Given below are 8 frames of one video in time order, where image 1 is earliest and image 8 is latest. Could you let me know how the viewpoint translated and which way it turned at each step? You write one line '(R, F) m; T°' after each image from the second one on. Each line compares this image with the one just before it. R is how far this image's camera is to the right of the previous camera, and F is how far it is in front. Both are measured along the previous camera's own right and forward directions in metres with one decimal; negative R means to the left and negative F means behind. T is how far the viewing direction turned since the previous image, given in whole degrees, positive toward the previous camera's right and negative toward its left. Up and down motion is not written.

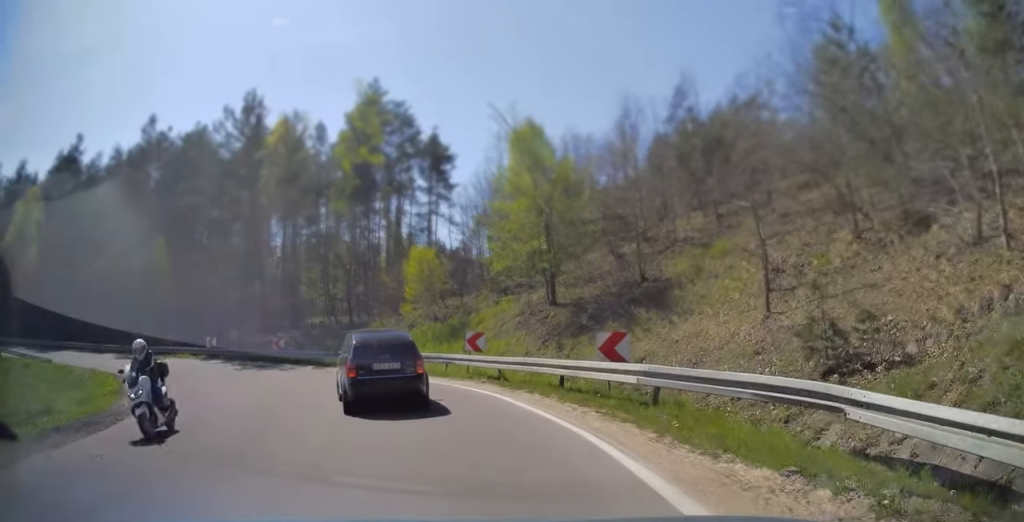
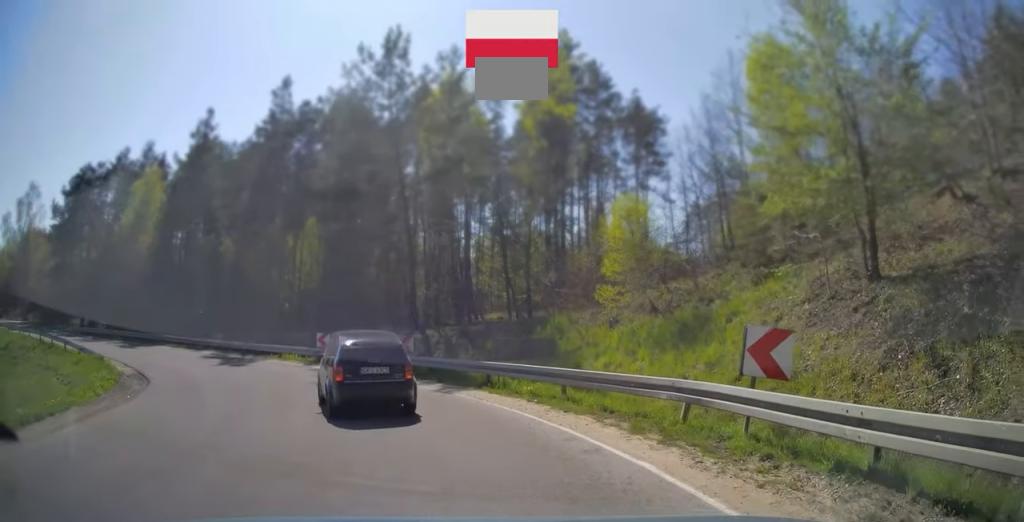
(-2.1, +11.2) m; -21°
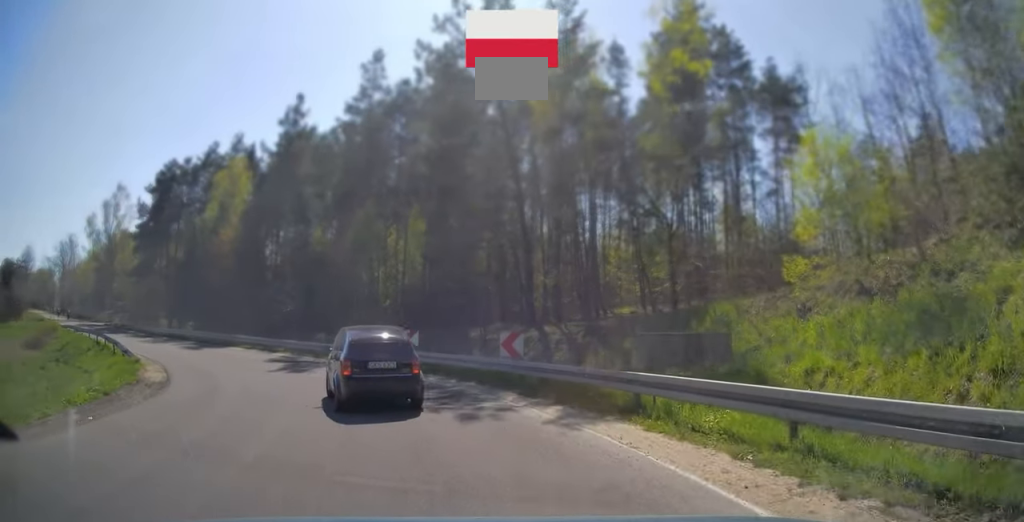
(-0.5, +6.0) m; -11°
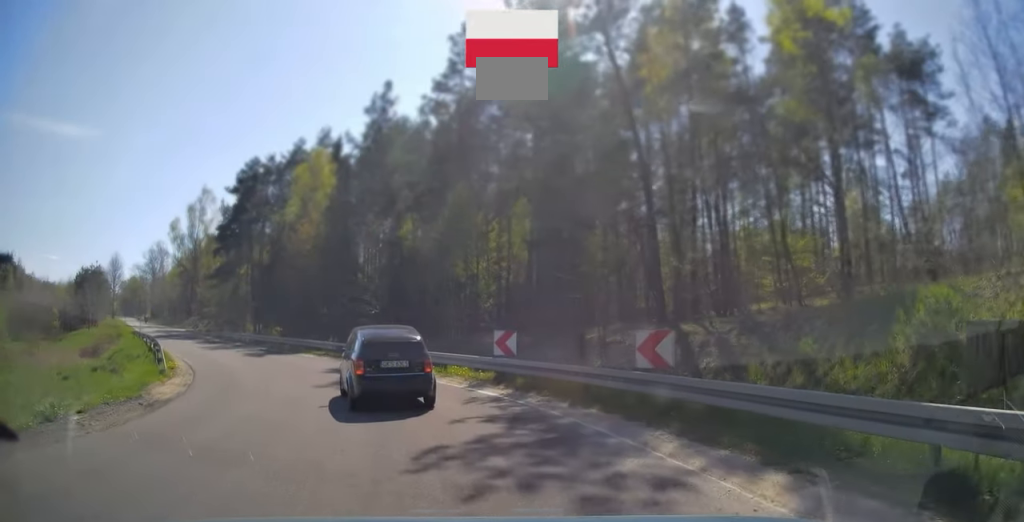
(-0.3, +5.5) m; -10°
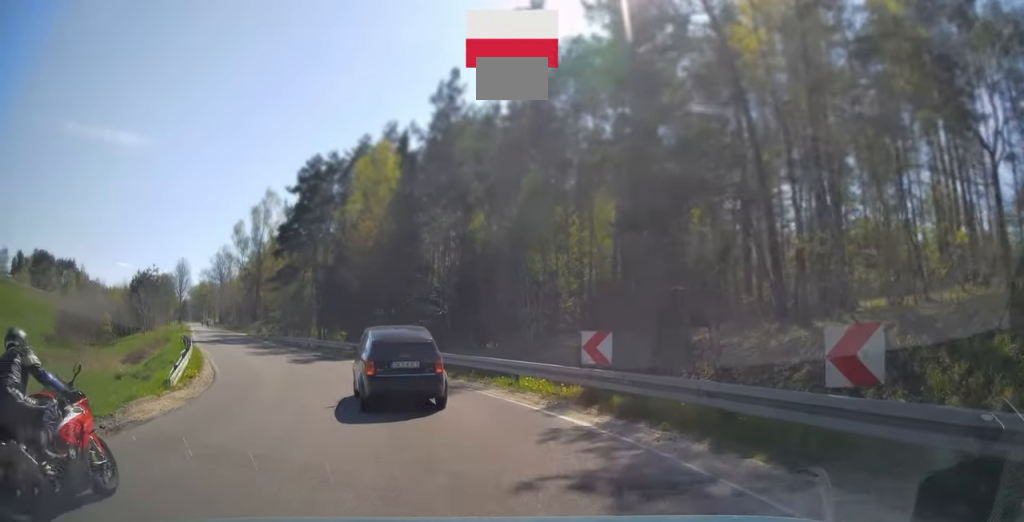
(-0.4, +4.1) m; -8°
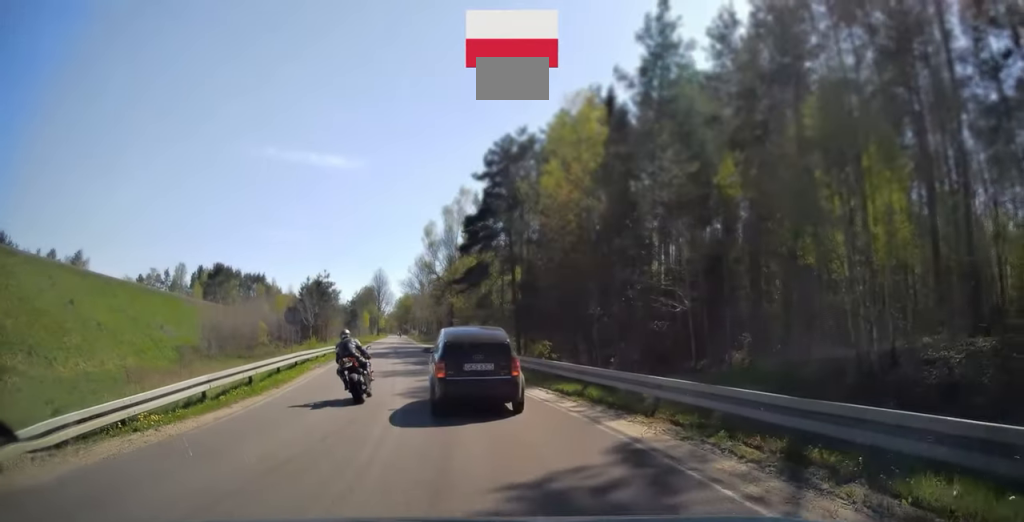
(-2.6, +12.2) m; -21°
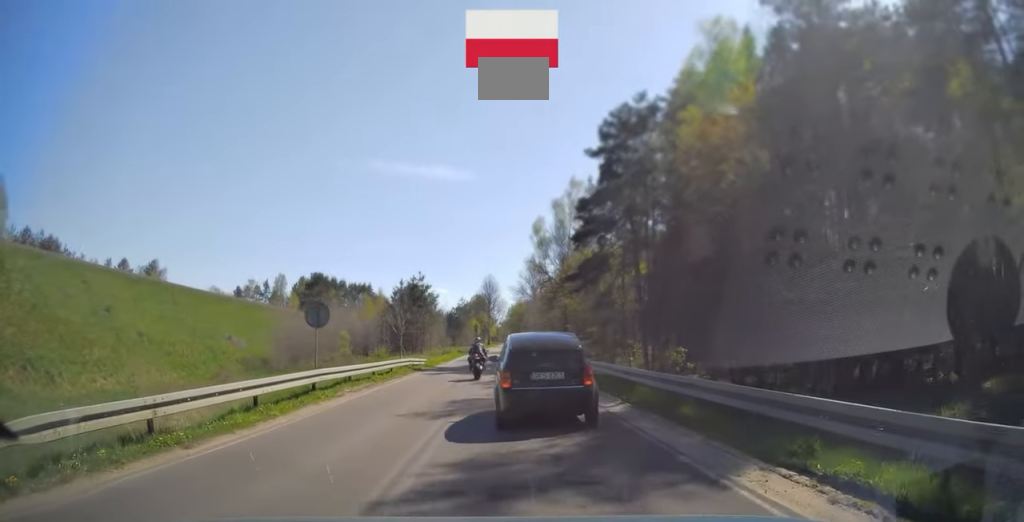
(-1.0, +10.1) m; -7°
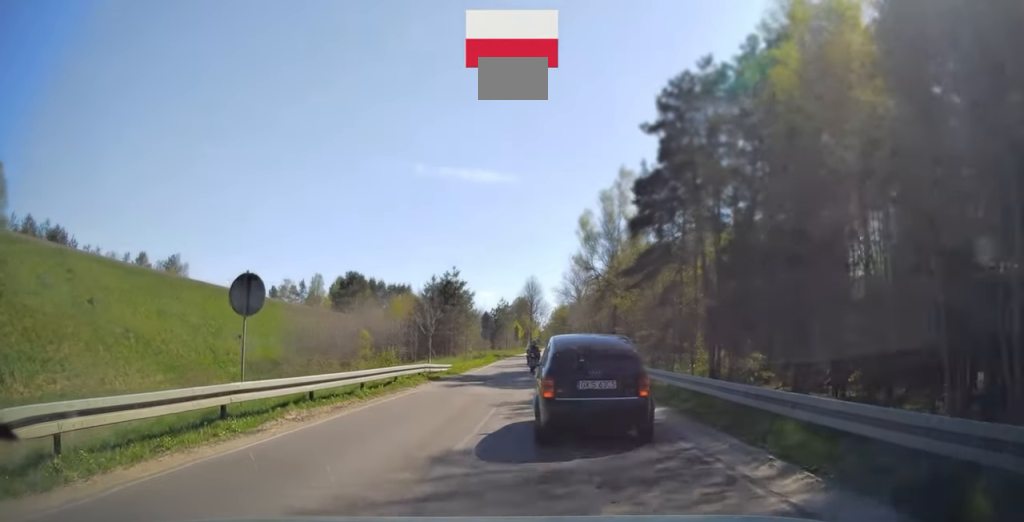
(-0.2, +7.1) m; -2°
